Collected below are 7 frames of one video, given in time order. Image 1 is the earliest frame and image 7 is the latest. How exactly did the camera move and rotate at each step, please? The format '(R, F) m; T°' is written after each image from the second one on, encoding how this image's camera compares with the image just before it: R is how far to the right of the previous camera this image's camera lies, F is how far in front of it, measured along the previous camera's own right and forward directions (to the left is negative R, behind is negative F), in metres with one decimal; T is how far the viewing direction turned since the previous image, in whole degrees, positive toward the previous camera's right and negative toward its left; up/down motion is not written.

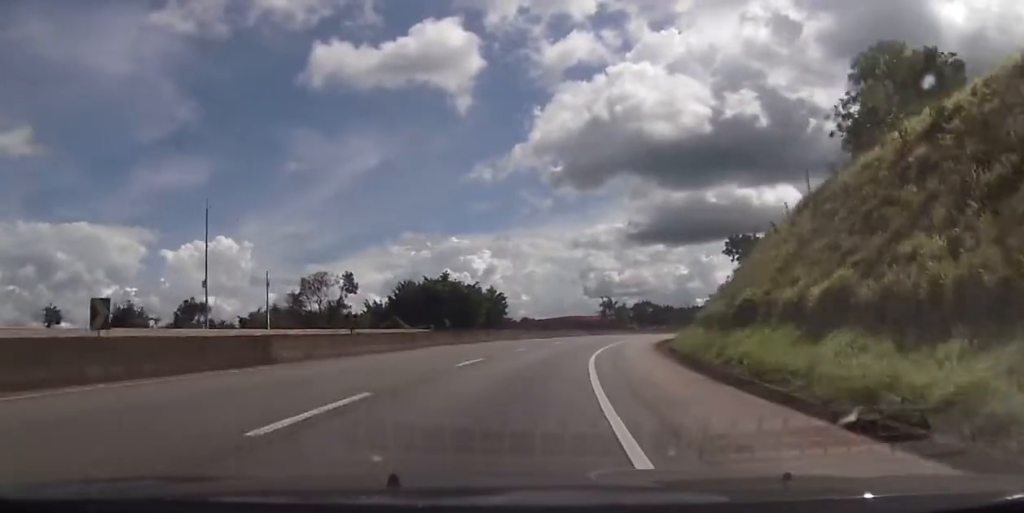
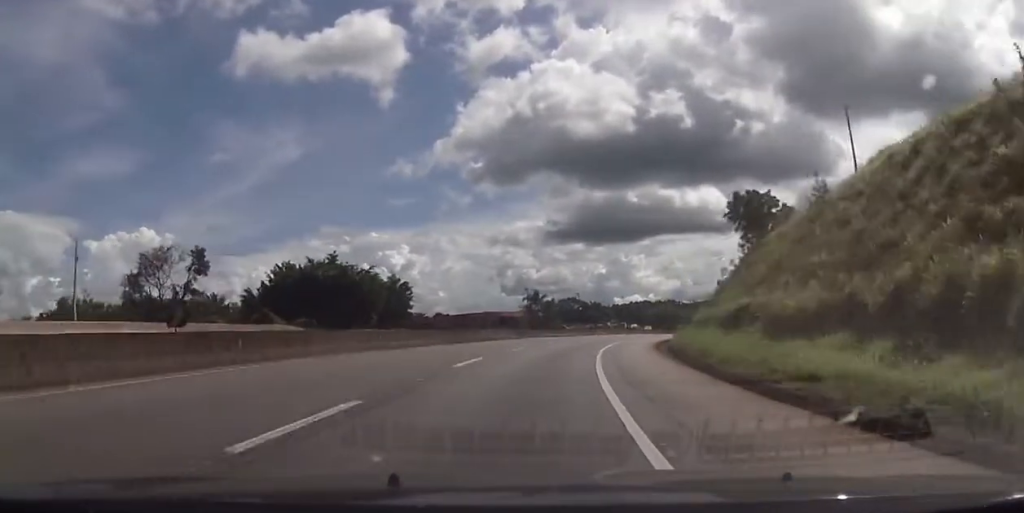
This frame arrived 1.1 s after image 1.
(+1.6, +26.4) m; +6°
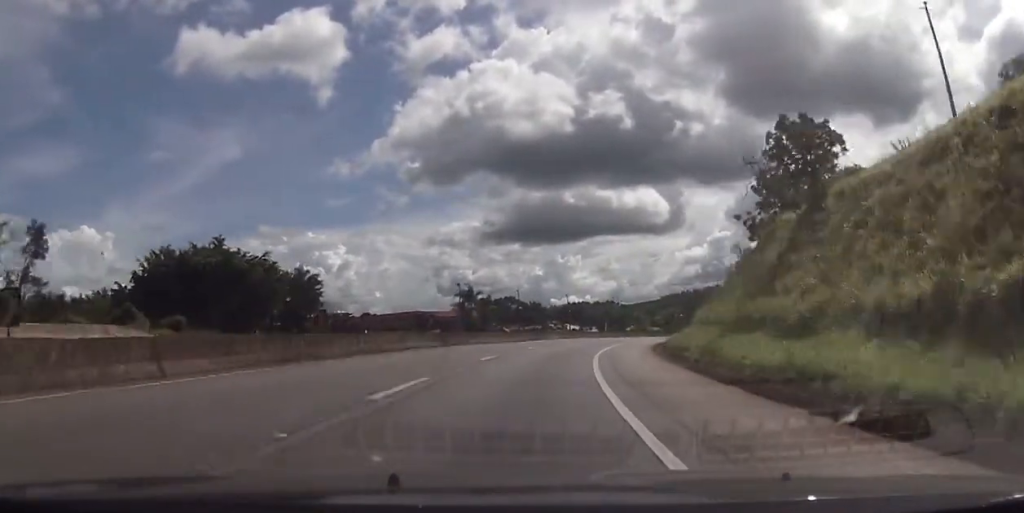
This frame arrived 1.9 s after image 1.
(+0.8, +19.6) m; +4°
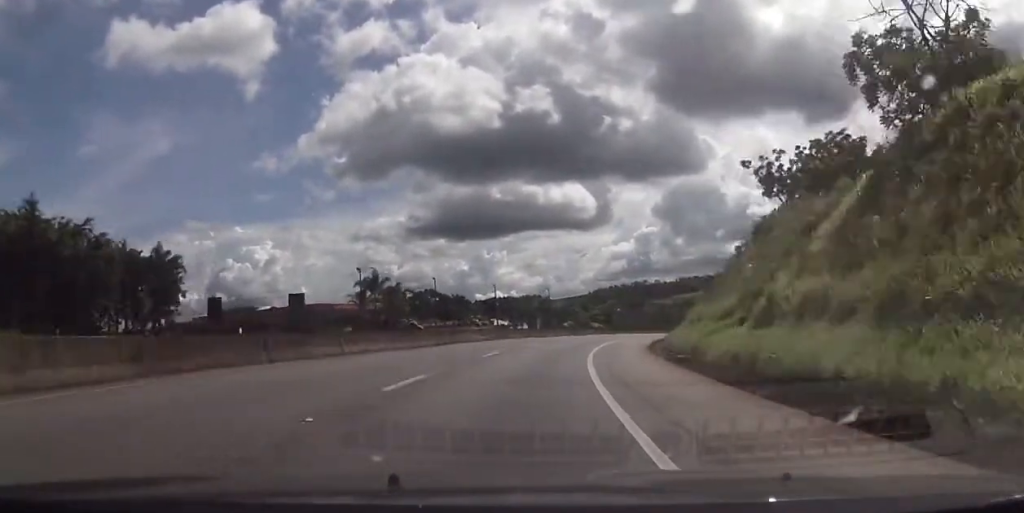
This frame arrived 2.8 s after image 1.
(+1.1, +23.6) m; +6°
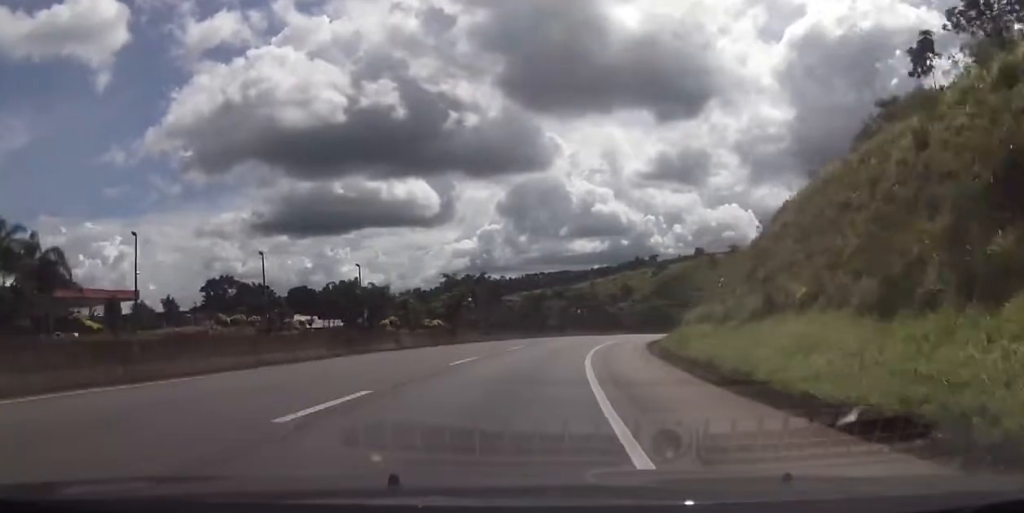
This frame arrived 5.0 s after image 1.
(+6.7, +52.0) m; +15°
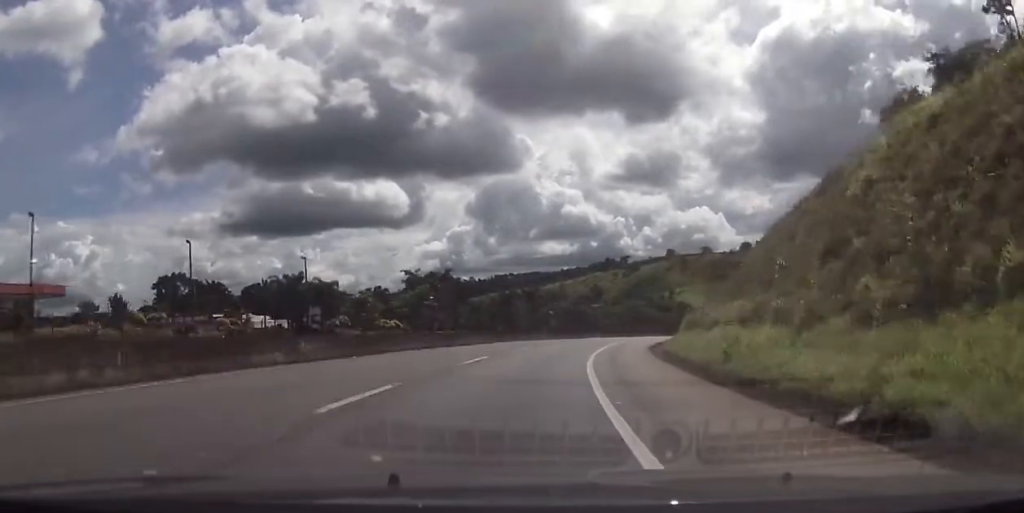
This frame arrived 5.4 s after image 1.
(0.0, +10.8) m; +3°
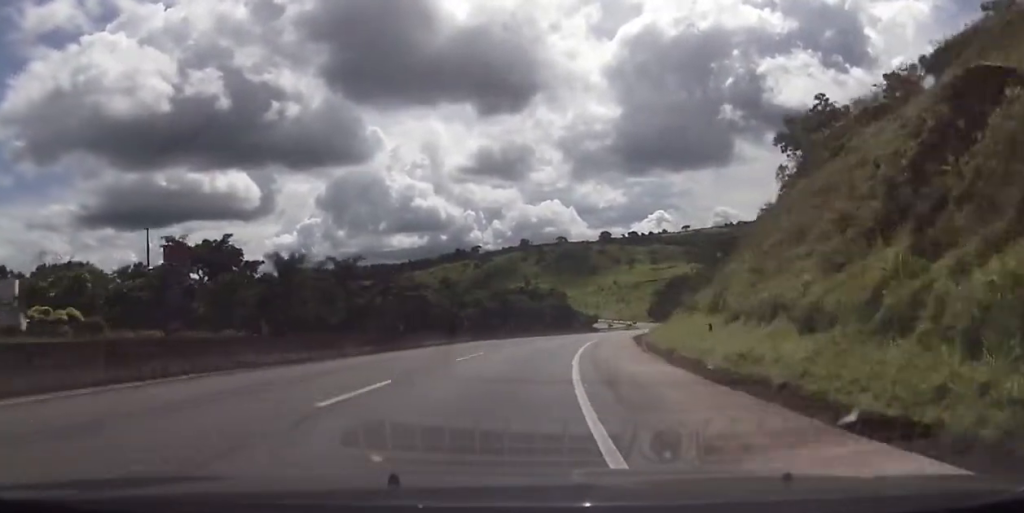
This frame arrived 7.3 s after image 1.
(+3.1, +47.4) m; +8°
